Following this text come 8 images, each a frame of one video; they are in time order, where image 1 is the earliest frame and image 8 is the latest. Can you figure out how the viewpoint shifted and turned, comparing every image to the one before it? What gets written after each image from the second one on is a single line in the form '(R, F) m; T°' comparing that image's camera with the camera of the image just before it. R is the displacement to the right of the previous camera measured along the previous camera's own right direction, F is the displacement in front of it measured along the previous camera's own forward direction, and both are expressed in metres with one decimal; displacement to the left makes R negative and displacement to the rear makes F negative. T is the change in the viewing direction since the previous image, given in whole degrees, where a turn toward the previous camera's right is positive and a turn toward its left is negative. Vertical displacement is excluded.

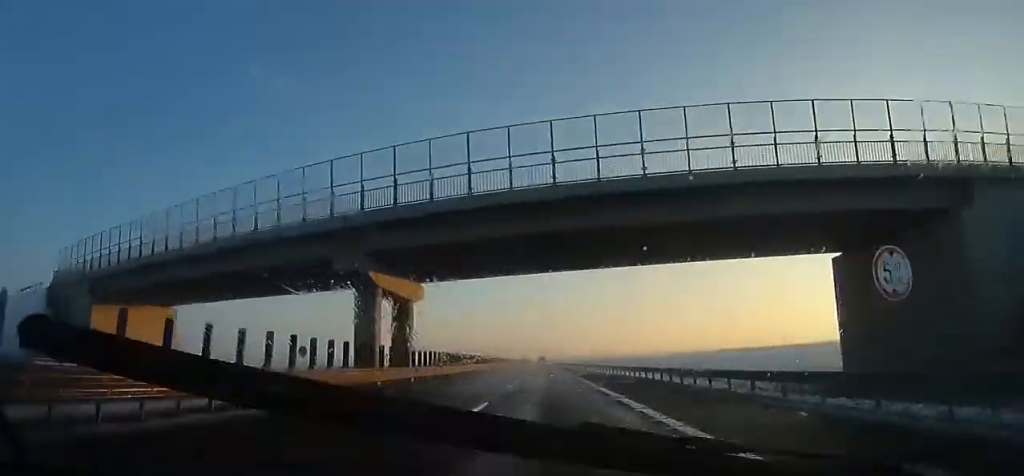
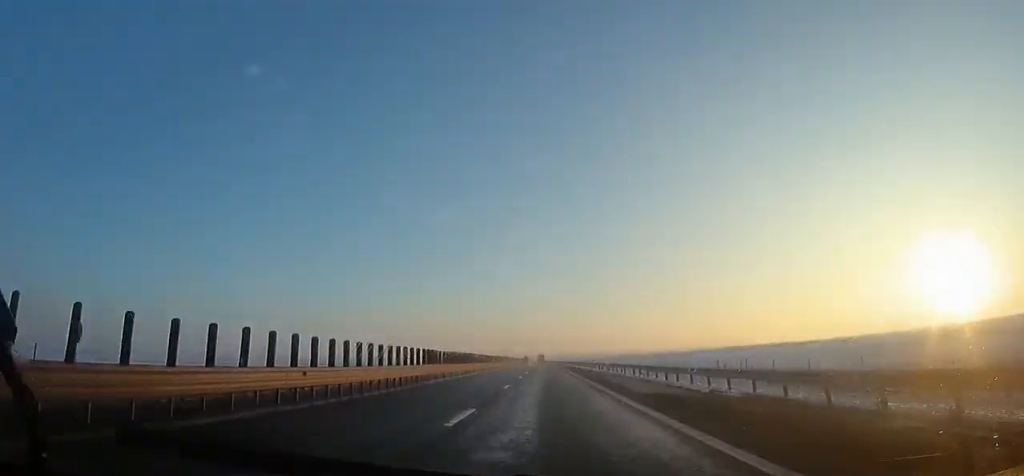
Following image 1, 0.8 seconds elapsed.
(0.0, +26.2) m; 0°
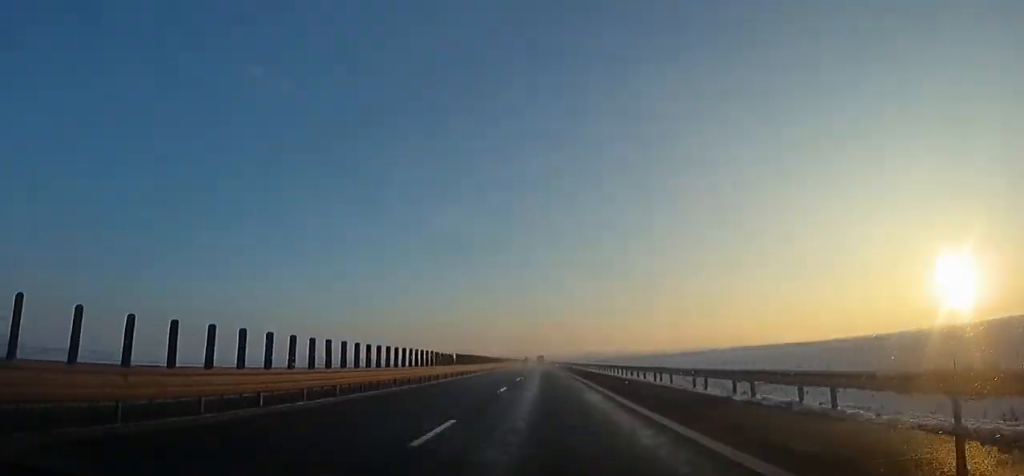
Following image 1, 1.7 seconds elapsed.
(+0.2, +26.2) m; 0°
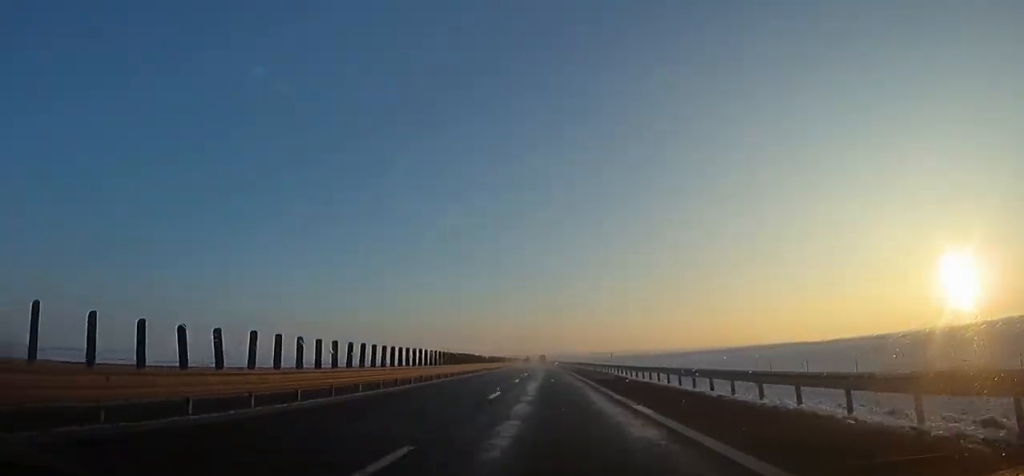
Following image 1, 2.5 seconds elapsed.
(-0.1, +27.3) m; 0°
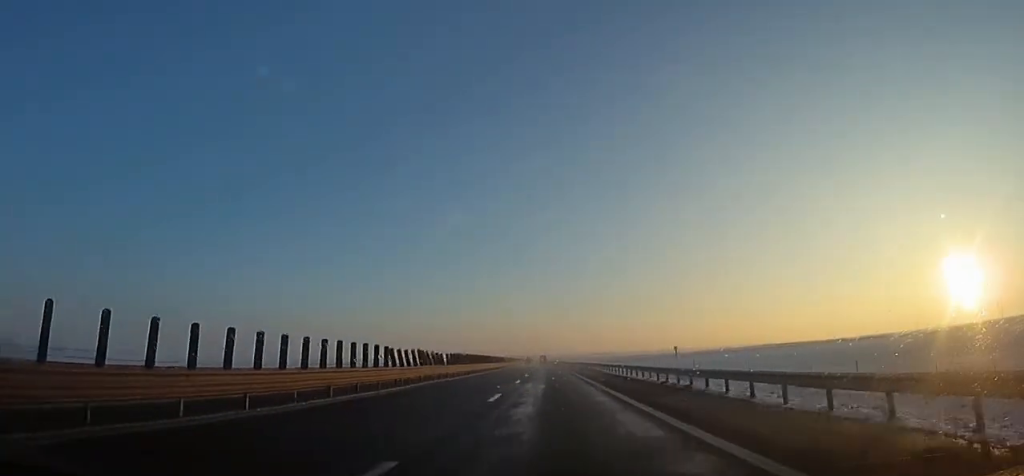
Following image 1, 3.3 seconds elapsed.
(-0.4, +25.2) m; 0°
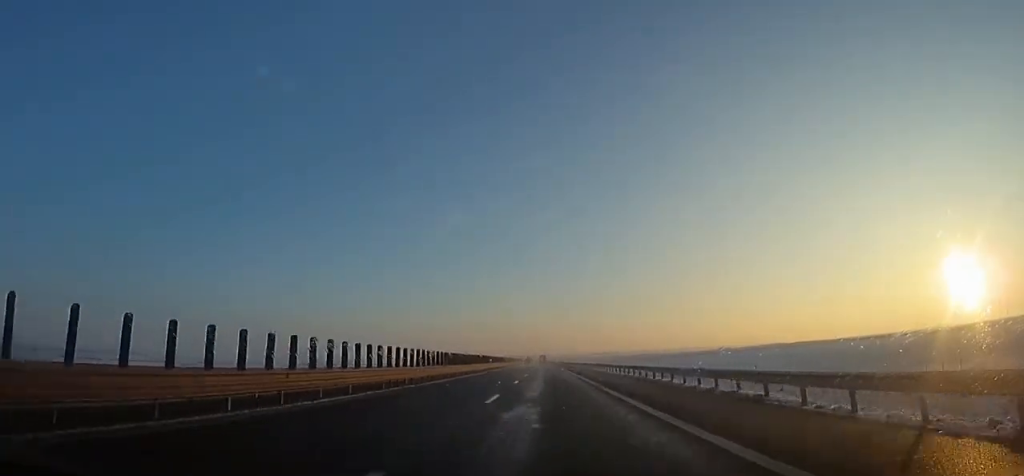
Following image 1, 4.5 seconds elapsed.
(-0.2, +36.8) m; 0°
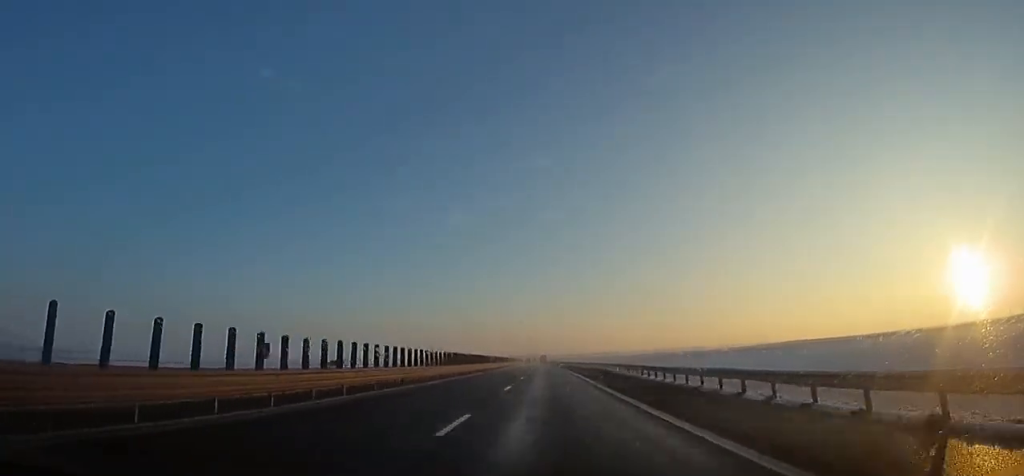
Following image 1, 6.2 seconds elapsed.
(0.0, +54.8) m; 0°
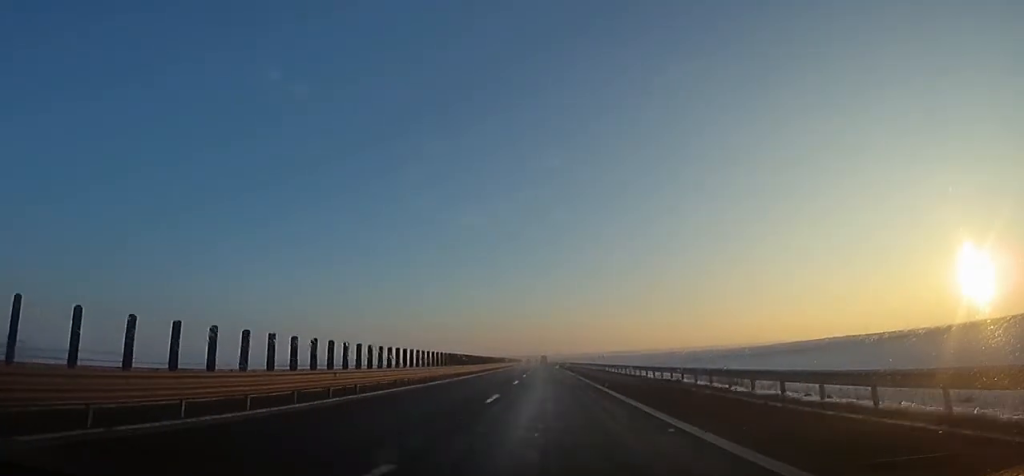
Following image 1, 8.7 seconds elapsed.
(-0.5, +78.0) m; -1°
